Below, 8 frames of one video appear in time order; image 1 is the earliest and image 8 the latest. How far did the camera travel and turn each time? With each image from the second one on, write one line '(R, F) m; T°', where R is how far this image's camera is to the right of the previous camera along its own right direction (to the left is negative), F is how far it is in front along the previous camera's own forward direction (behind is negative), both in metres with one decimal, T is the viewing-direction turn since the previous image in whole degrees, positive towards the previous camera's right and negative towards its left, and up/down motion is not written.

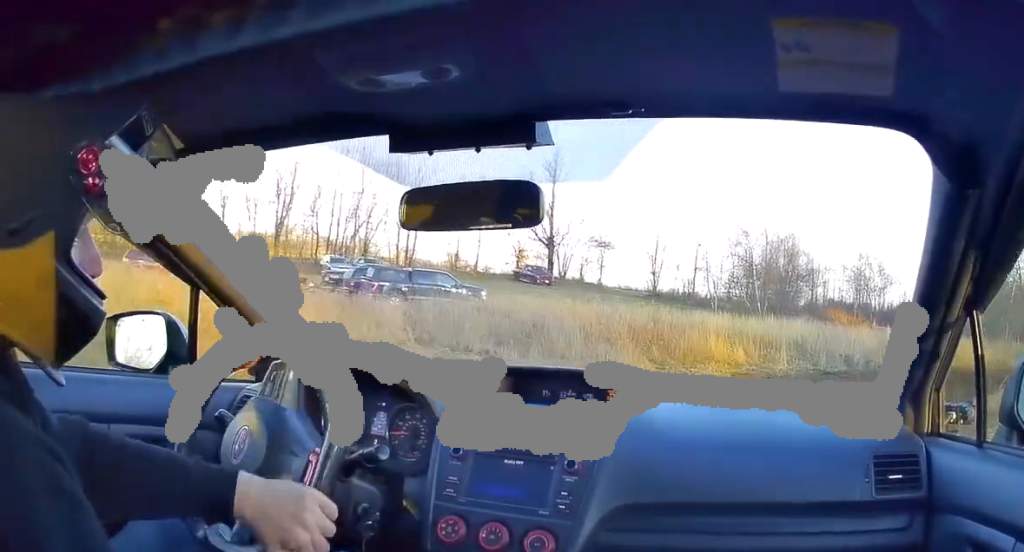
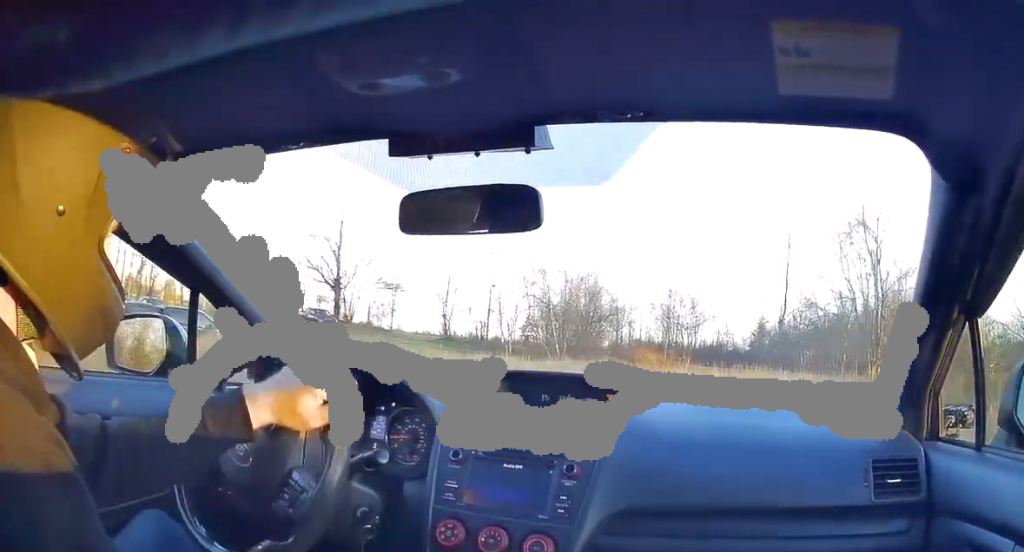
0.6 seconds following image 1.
(+0.7, +4.8) m; +6°
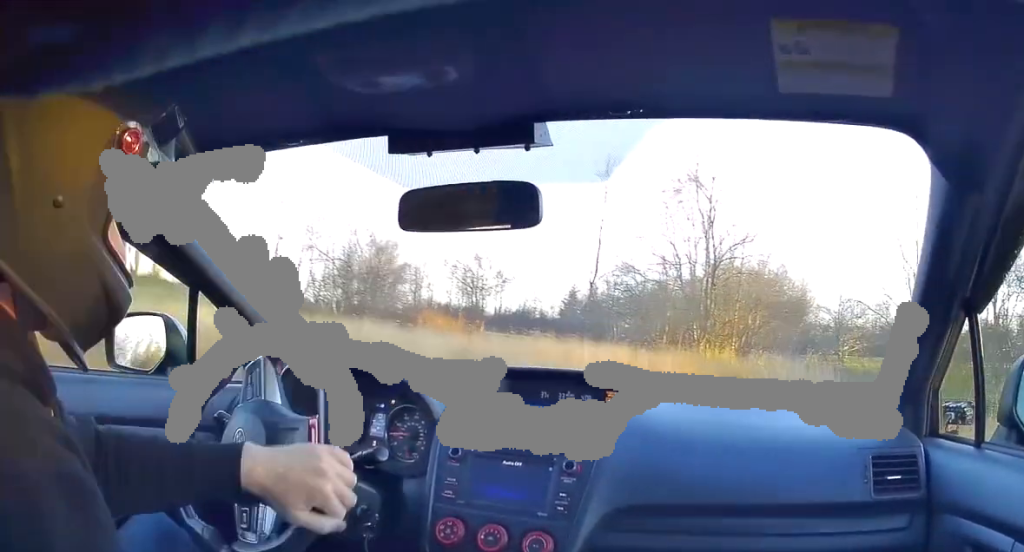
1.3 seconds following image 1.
(+0.5, +6.4) m; +10°
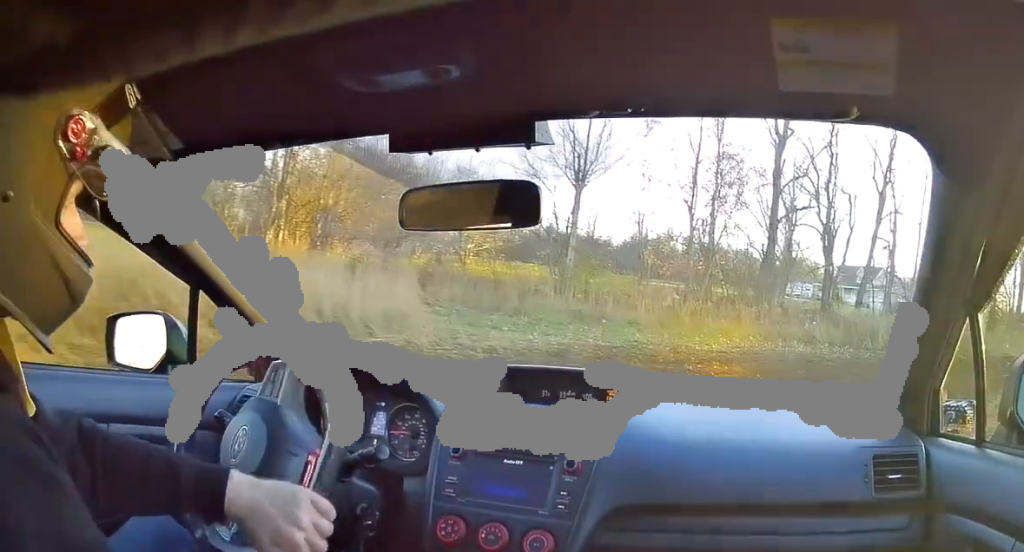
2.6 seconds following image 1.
(+1.8, +9.7) m; +30°
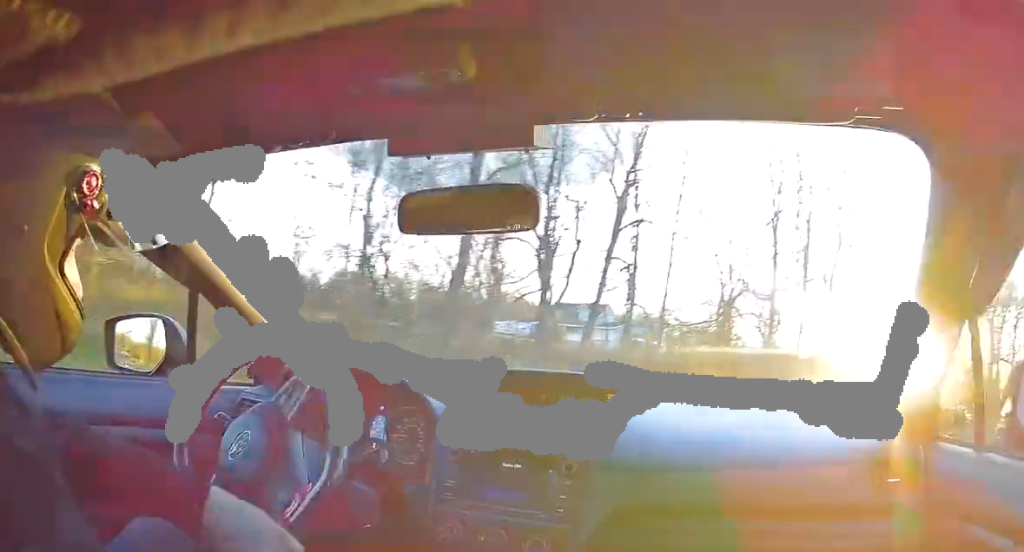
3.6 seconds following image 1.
(+1.8, +7.1) m; +27°
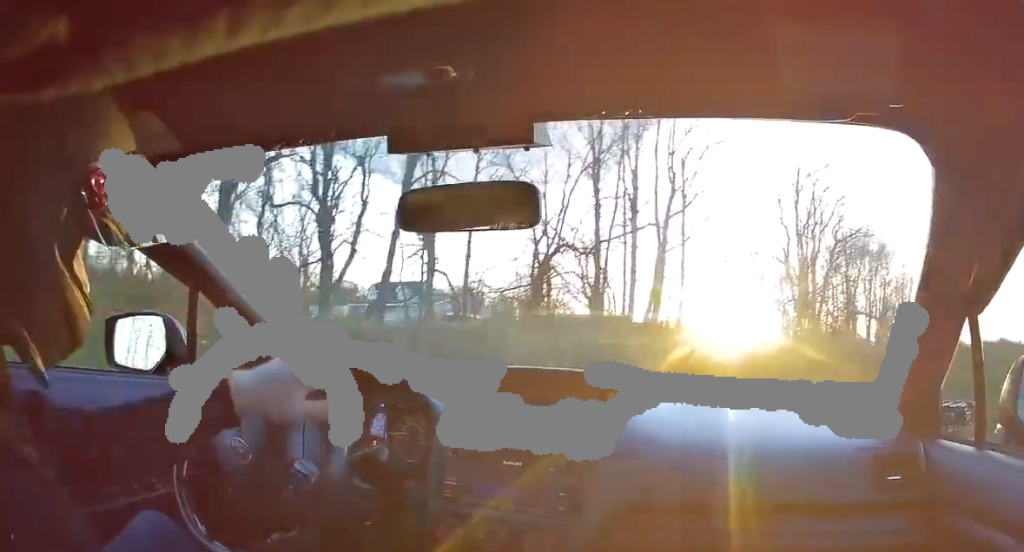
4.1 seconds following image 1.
(+0.1, +4.0) m; +13°
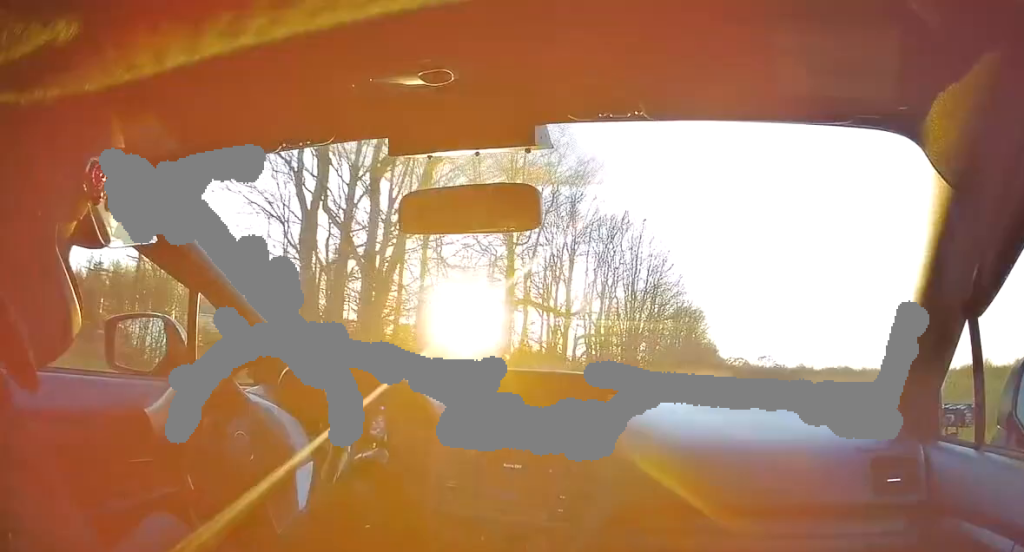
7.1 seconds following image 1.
(+8.3, +29.4) m; +21°
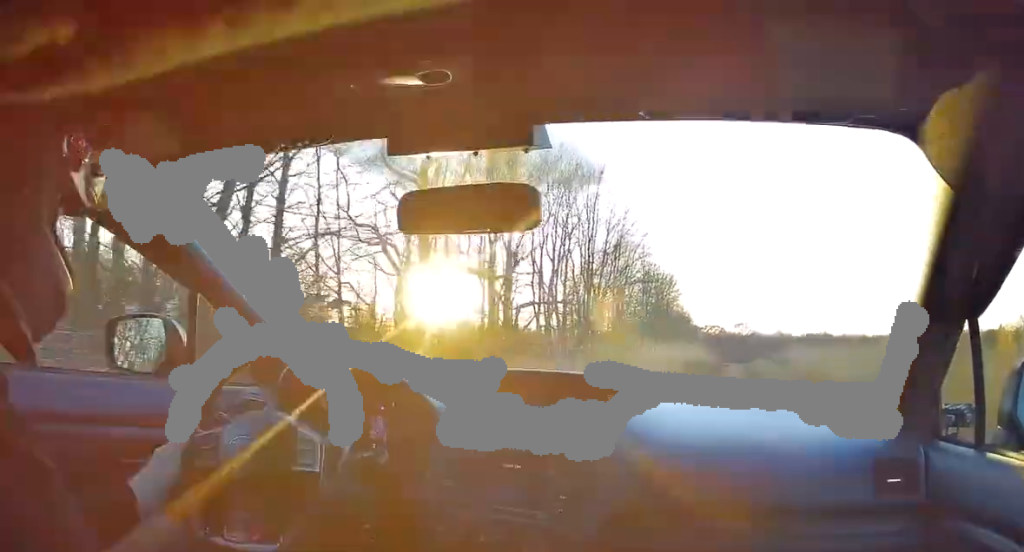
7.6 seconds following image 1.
(+0.8, +7.4) m; +8°
